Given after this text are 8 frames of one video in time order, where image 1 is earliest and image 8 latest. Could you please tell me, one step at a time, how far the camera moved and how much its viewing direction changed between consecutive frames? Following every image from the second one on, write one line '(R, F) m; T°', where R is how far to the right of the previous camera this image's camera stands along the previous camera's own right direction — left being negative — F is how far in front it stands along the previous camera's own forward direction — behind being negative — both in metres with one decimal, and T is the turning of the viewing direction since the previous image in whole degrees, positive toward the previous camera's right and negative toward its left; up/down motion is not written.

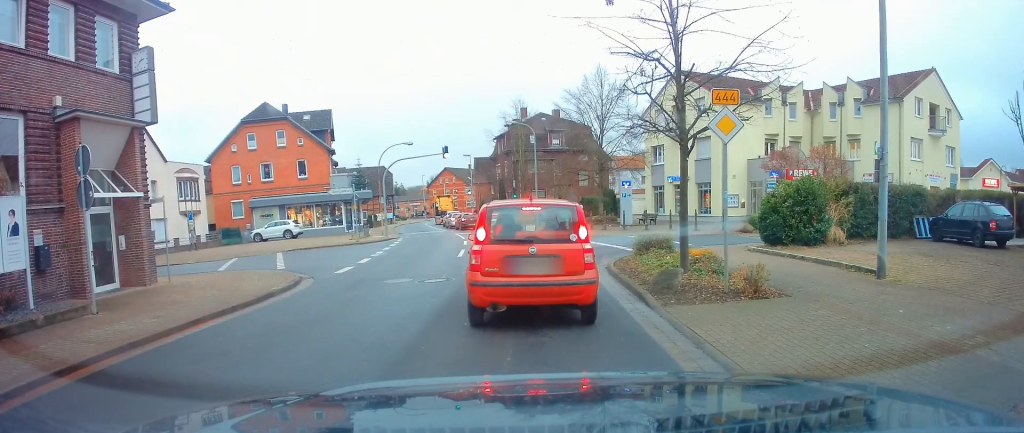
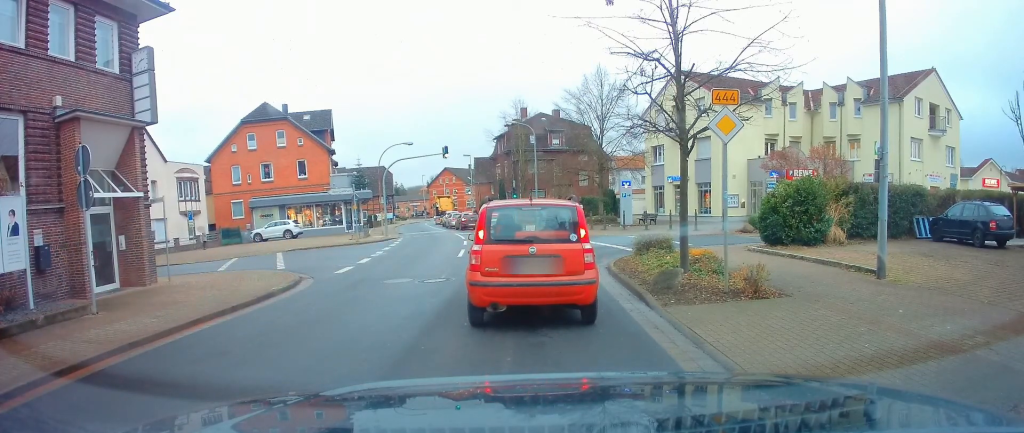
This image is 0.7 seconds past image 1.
(0.0, 0.0) m; 0°
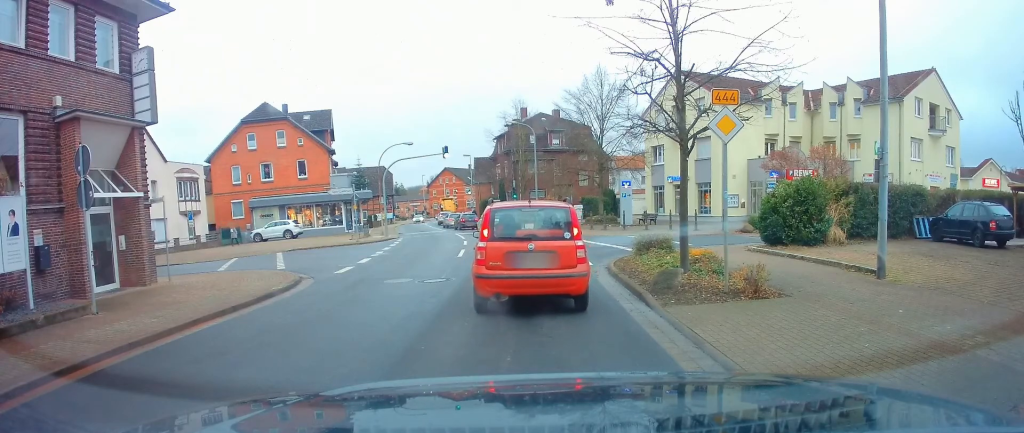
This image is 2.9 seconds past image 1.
(0.0, 0.0) m; 0°
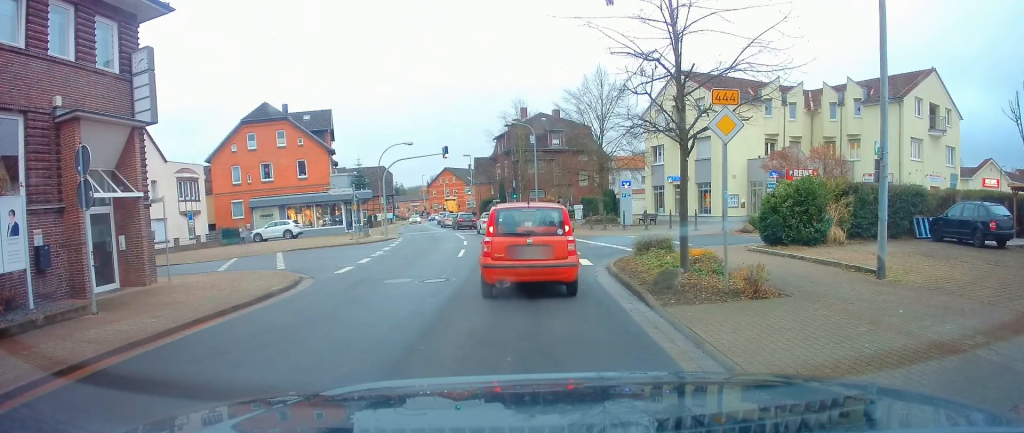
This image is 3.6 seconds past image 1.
(0.0, 0.0) m; 0°
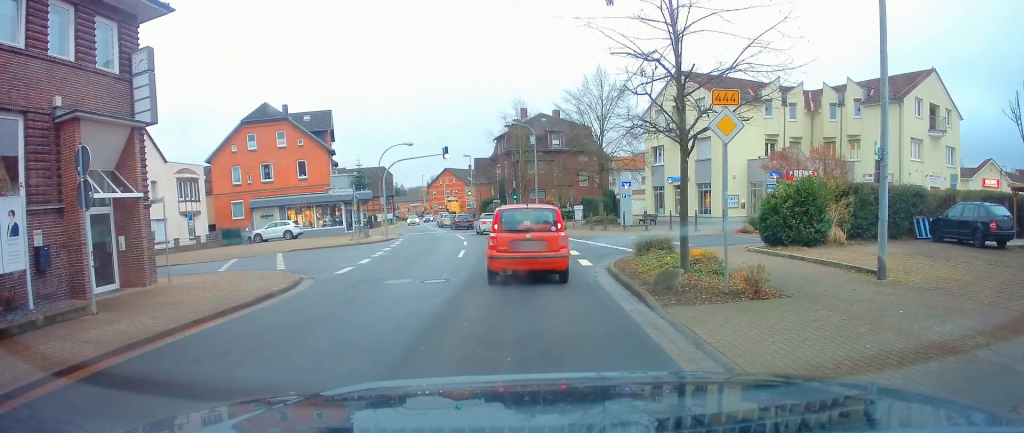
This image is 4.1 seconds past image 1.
(0.0, 0.0) m; 0°
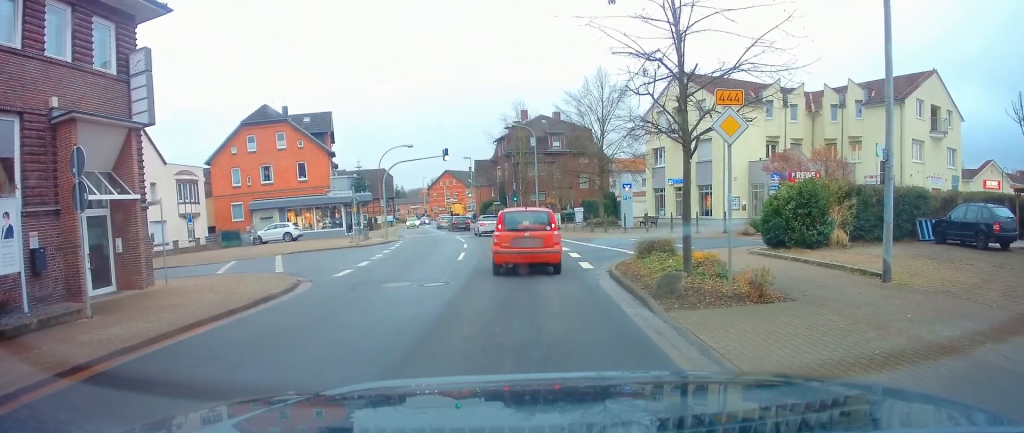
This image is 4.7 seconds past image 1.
(0.0, 0.0) m; 0°
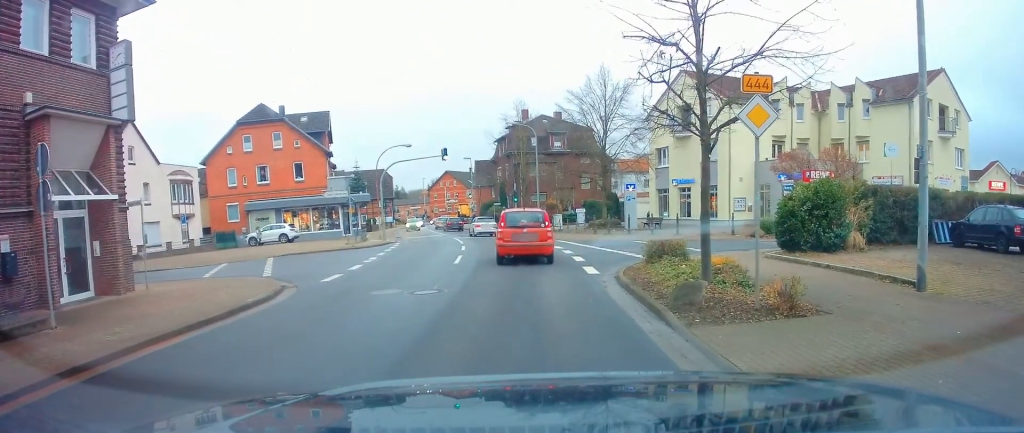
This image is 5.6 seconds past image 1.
(0.0, +0.5) m; 0°
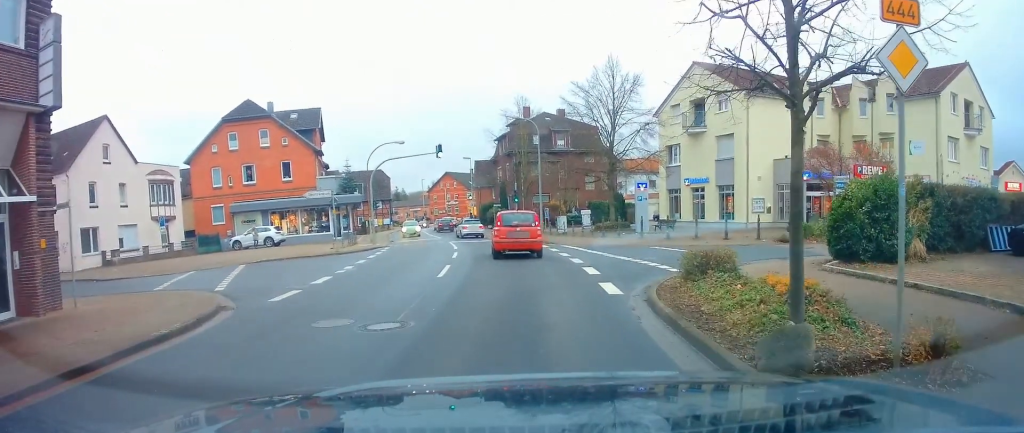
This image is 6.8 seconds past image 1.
(0.0, +2.5) m; -4°
